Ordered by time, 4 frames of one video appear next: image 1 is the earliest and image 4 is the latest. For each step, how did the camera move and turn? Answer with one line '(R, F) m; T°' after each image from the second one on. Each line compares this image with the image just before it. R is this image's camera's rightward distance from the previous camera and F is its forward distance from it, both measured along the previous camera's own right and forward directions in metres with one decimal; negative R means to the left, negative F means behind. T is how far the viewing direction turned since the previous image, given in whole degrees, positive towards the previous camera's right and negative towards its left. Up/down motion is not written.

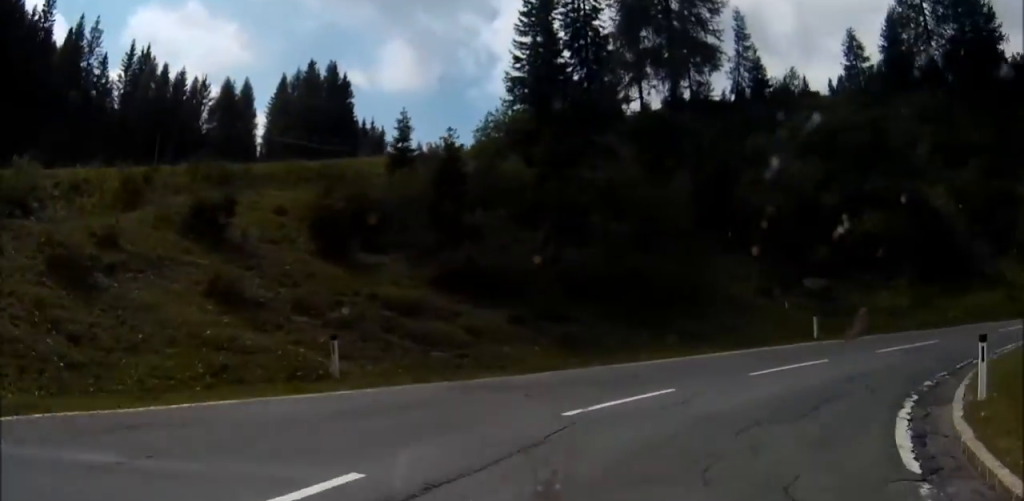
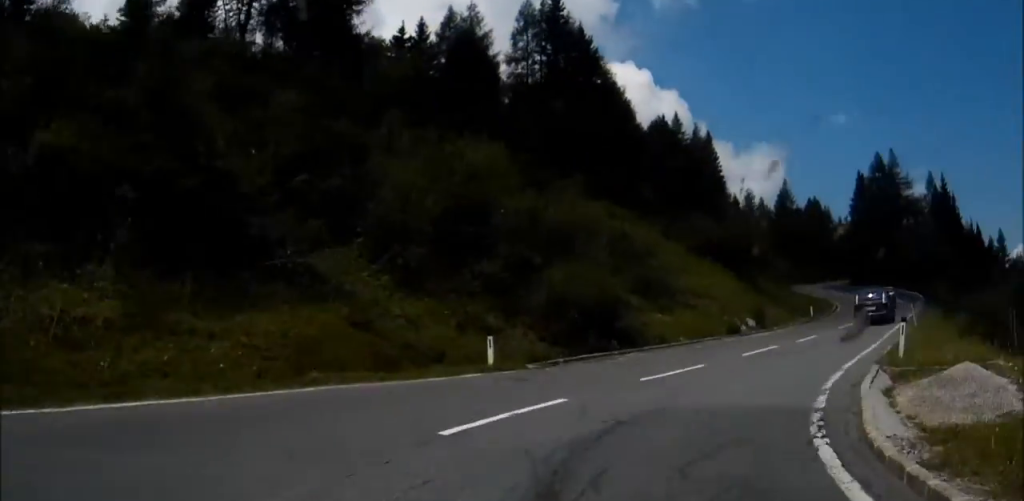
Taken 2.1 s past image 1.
(+8.8, +14.4) m; +49°
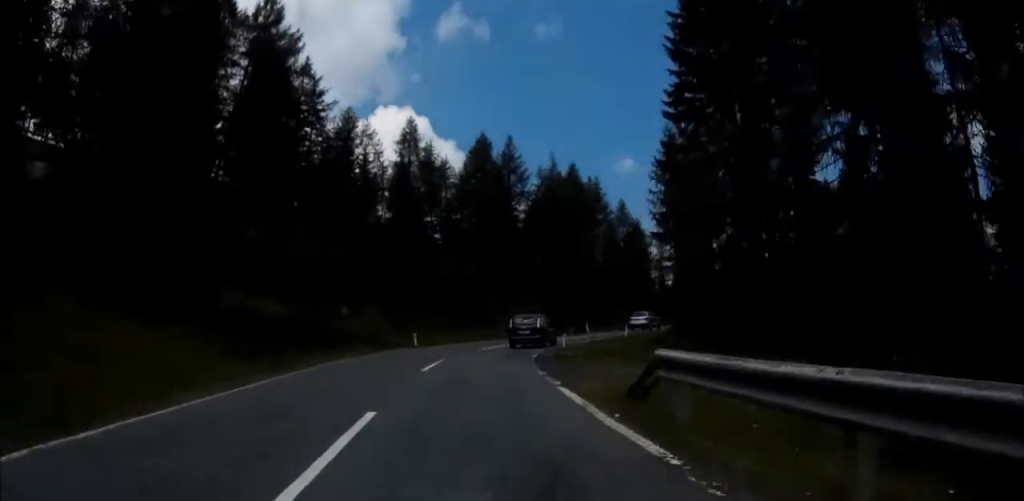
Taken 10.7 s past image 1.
(+24.0, +100.3) m; +10°
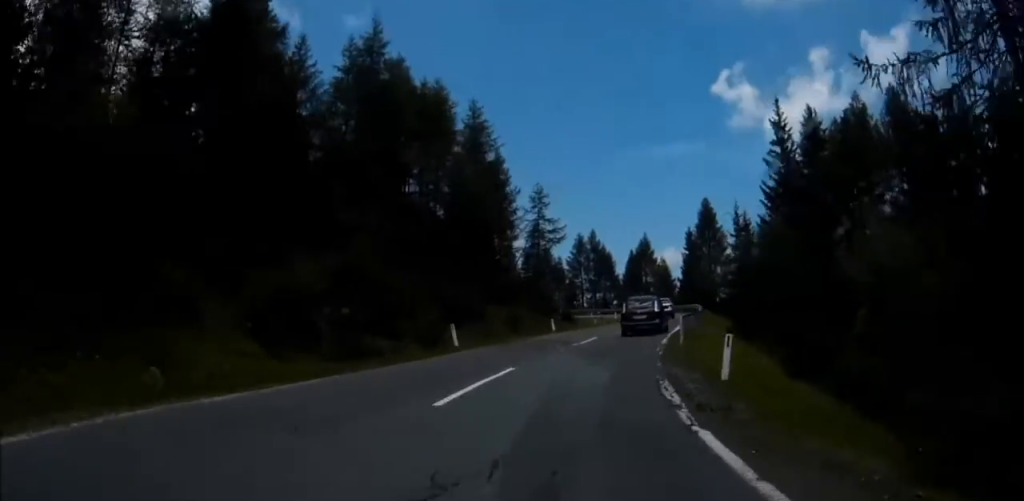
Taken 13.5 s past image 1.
(+3.6, +37.7) m; +17°
